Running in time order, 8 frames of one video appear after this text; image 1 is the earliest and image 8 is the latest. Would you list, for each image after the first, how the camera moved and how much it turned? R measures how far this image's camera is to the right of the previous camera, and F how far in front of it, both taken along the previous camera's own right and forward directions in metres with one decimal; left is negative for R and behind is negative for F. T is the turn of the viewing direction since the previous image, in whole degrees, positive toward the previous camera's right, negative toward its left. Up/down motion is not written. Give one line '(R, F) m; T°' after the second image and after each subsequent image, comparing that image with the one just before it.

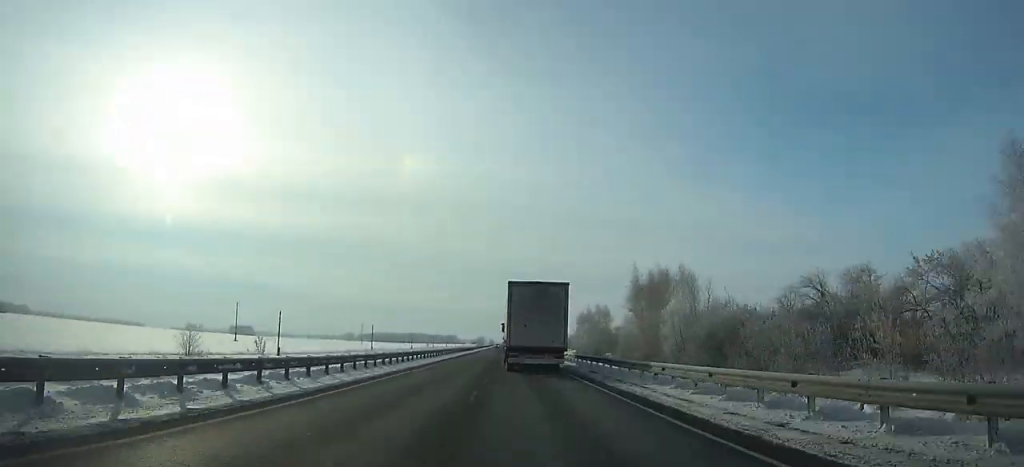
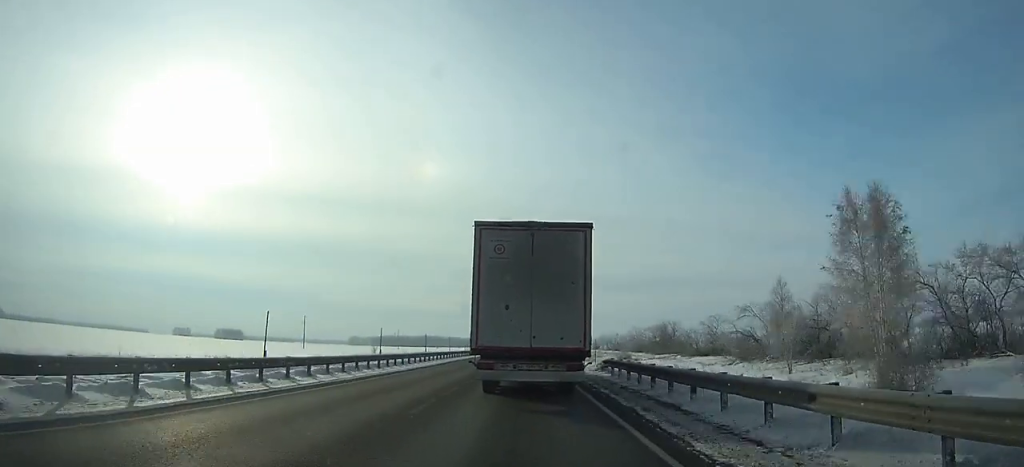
(-1.7, +134.8) m; -2°
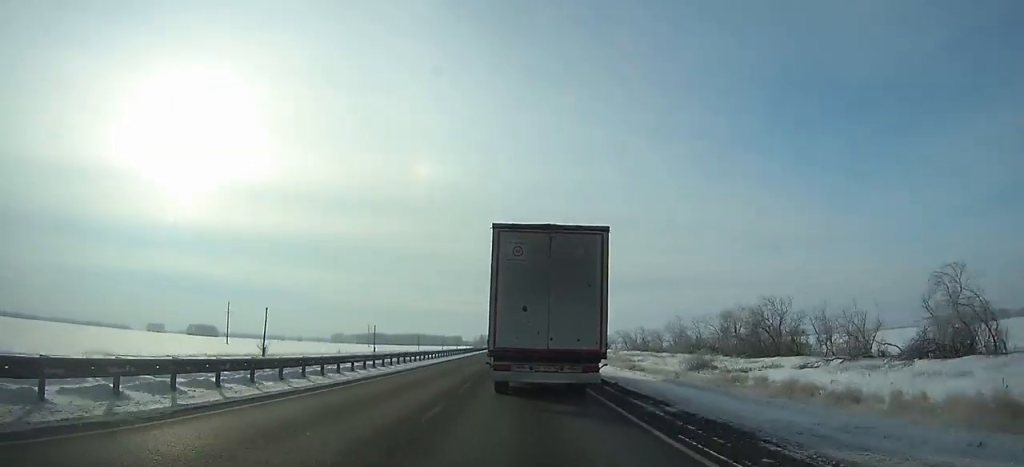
(-0.4, +61.1) m; 0°
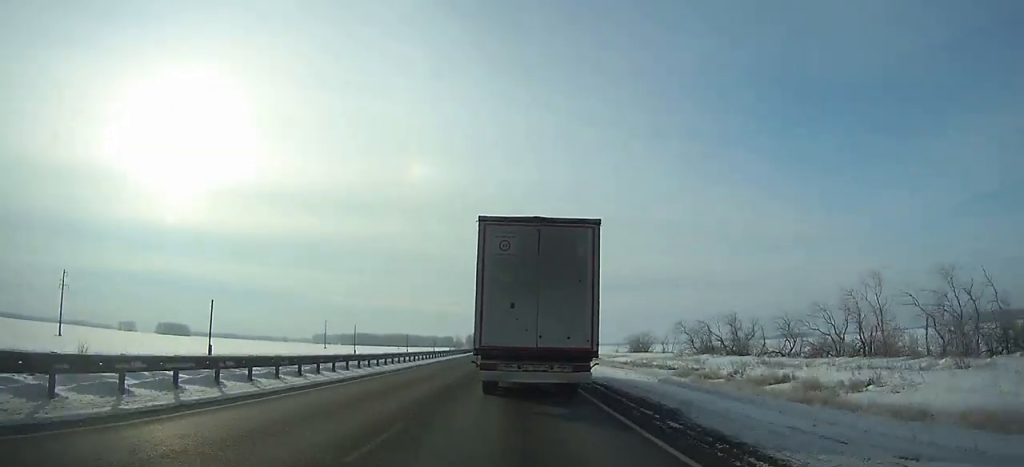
(+0.2, +73.2) m; 0°
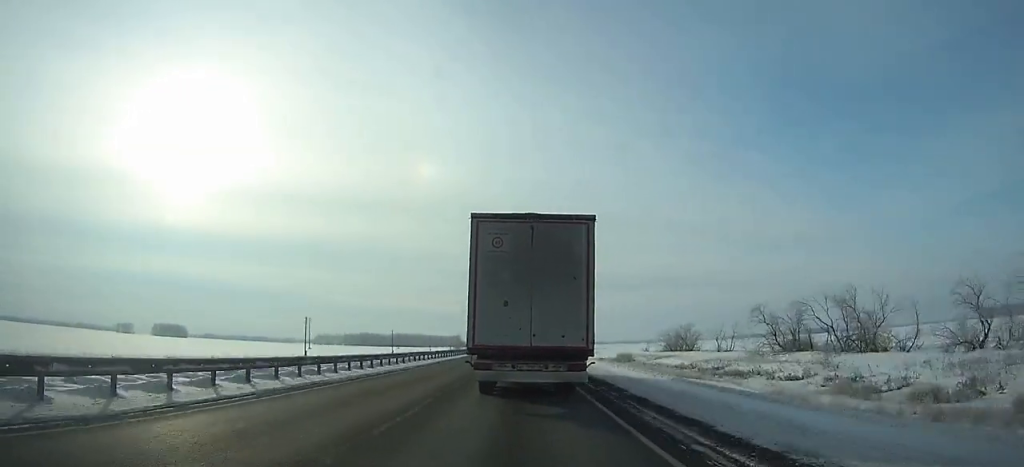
(0.0, +33.2) m; 0°
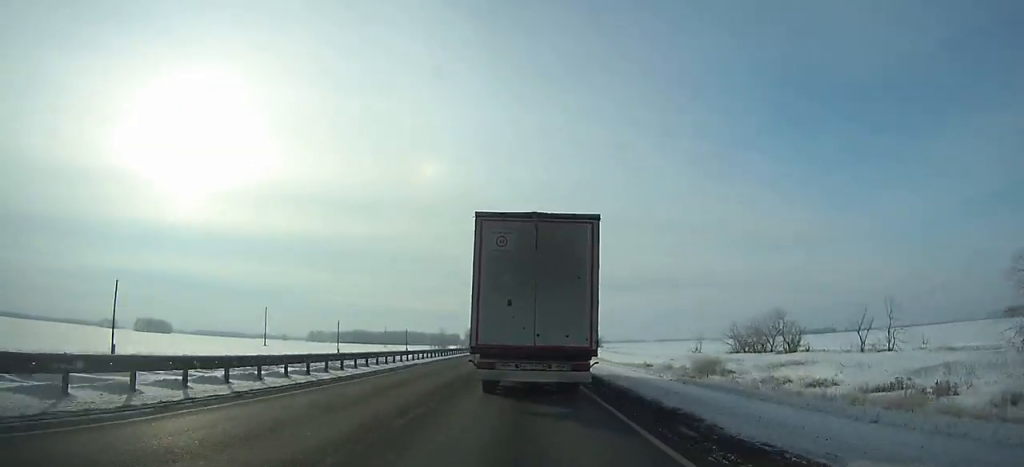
(-0.1, +46.7) m; 0°
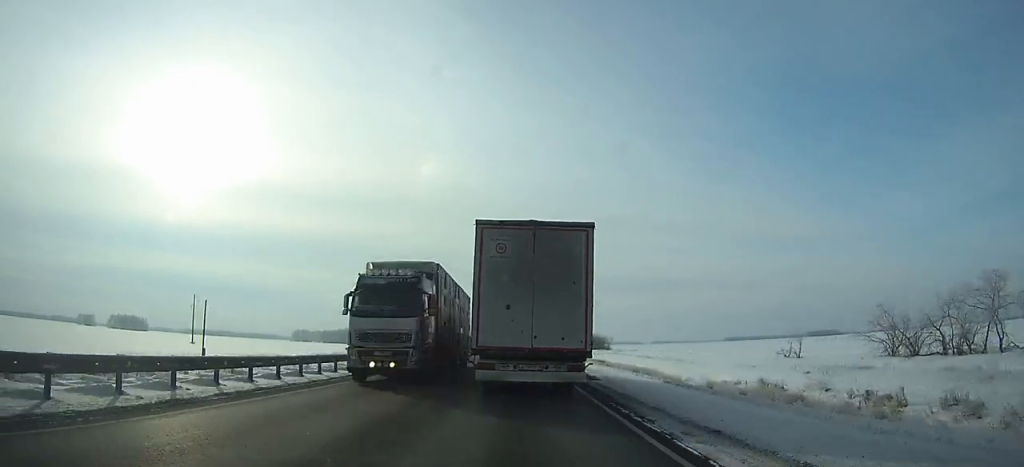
(0.0, +46.5) m; 0°
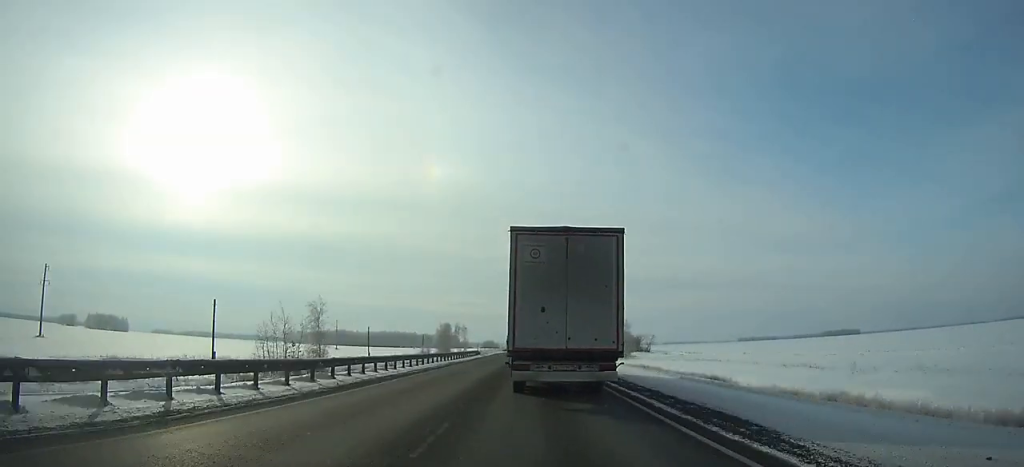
(-0.4, +64.2) m; 0°
